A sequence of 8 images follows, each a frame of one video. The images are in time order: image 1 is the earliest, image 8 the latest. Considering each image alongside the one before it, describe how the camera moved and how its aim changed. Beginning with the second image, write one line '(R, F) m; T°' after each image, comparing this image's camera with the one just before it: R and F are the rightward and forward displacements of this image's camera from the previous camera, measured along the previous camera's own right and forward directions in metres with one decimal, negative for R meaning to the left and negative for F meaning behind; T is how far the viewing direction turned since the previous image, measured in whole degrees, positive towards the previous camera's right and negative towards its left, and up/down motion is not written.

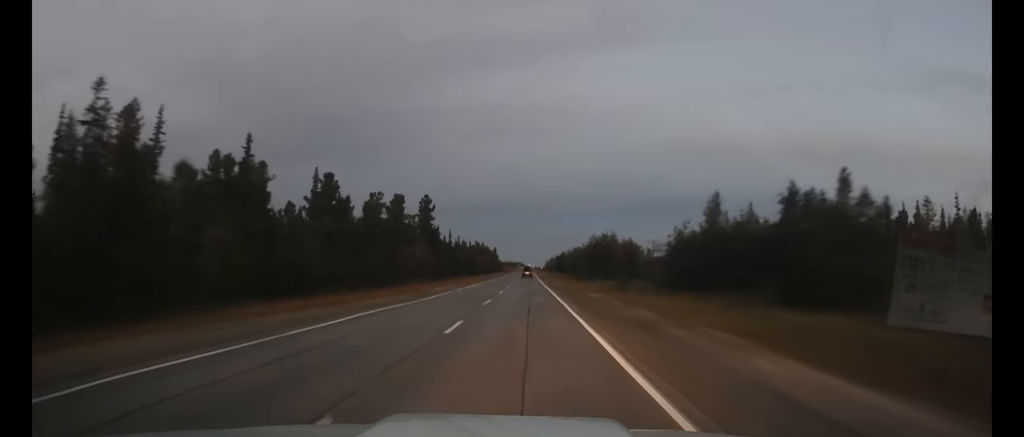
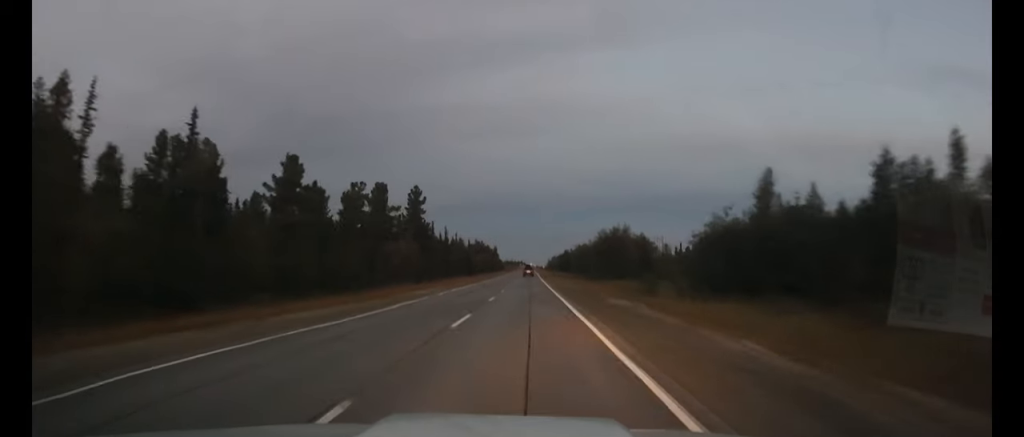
(0.0, +10.5) m; 0°
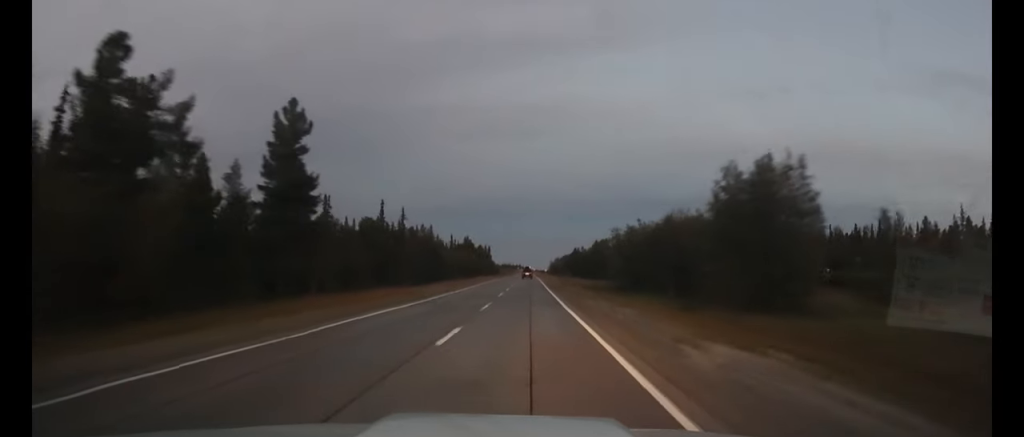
(-0.1, +50.8) m; 0°
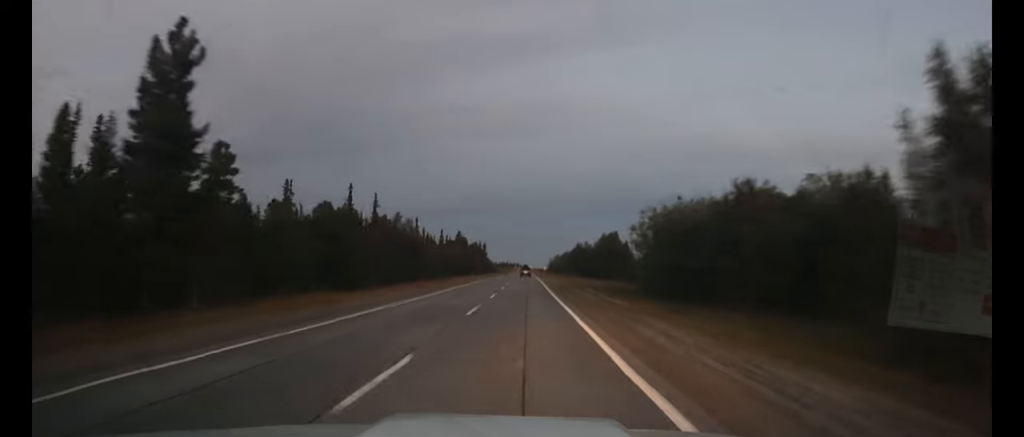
(0.0, +17.1) m; 0°
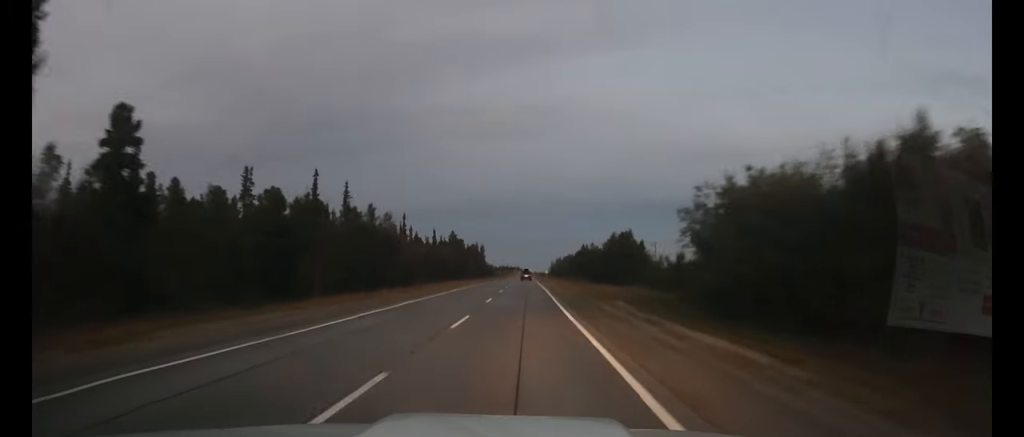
(0.0, +14.2) m; 0°
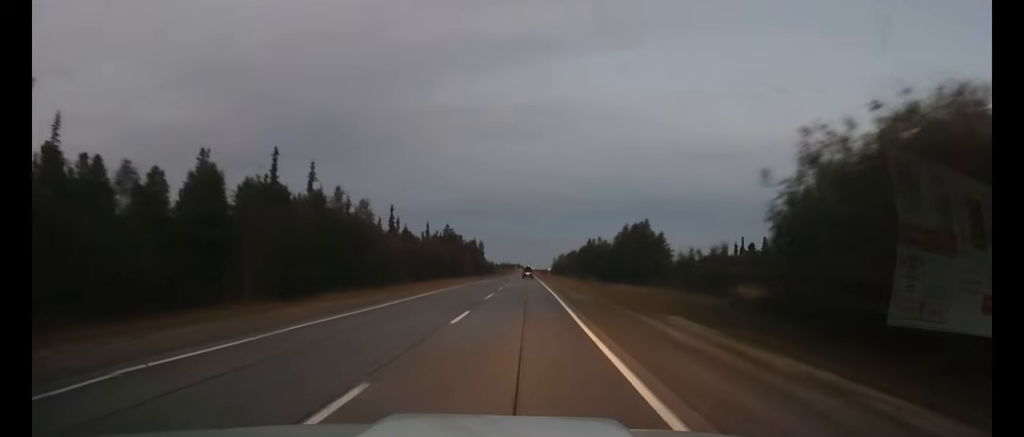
(0.0, +12.1) m; 0°
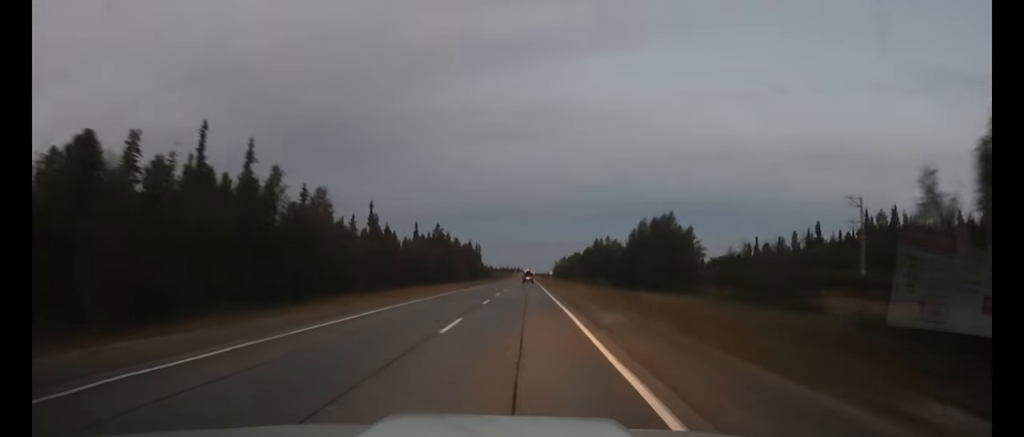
(0.0, +14.3) m; 0°
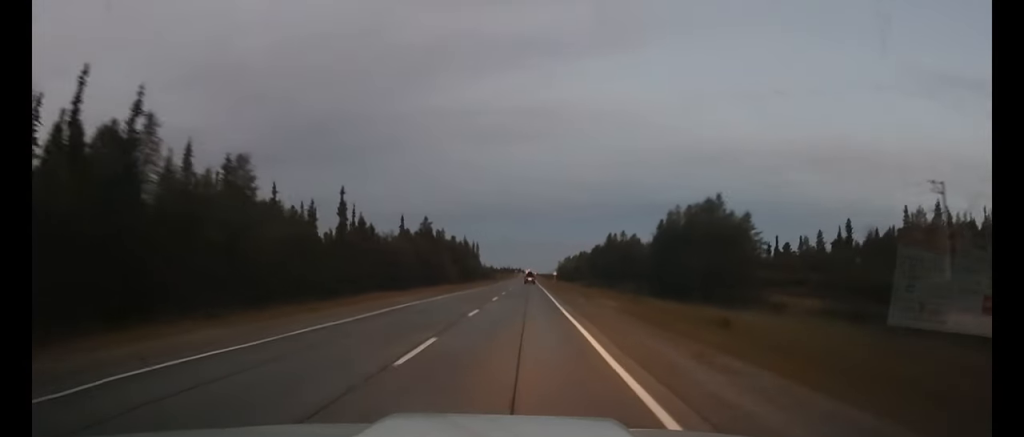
(0.0, +16.5) m; 0°
